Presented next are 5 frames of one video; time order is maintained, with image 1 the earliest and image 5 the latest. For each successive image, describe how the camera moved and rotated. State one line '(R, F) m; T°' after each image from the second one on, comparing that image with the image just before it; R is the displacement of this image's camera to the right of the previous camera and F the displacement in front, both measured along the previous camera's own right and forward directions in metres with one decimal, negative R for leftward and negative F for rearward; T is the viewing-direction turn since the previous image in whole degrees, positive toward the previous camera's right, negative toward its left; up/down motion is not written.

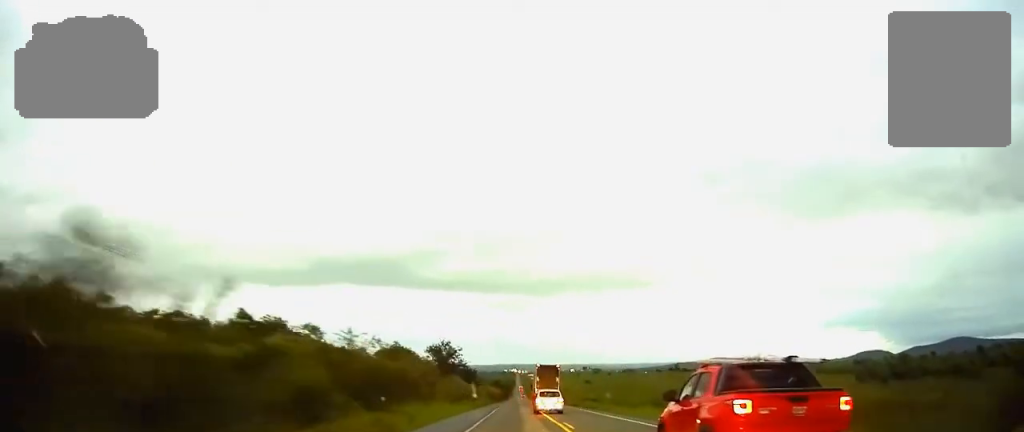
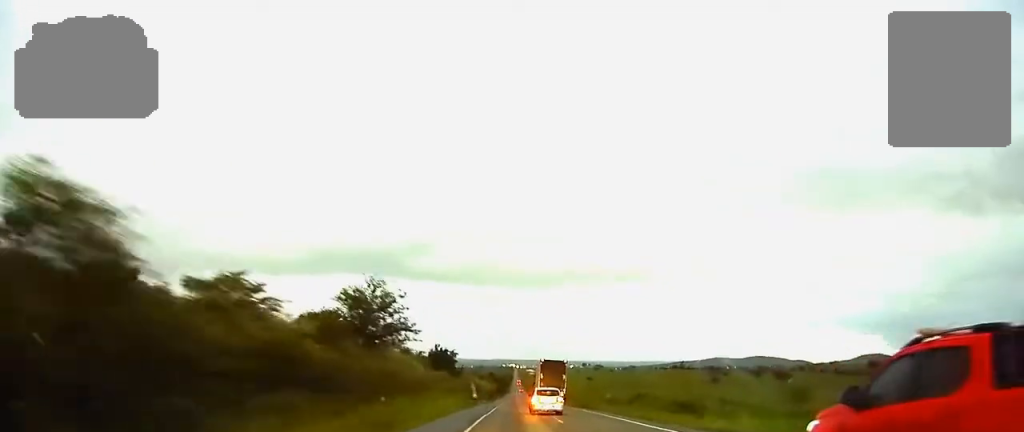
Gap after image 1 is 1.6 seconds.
(+0.1, +46.7) m; 0°
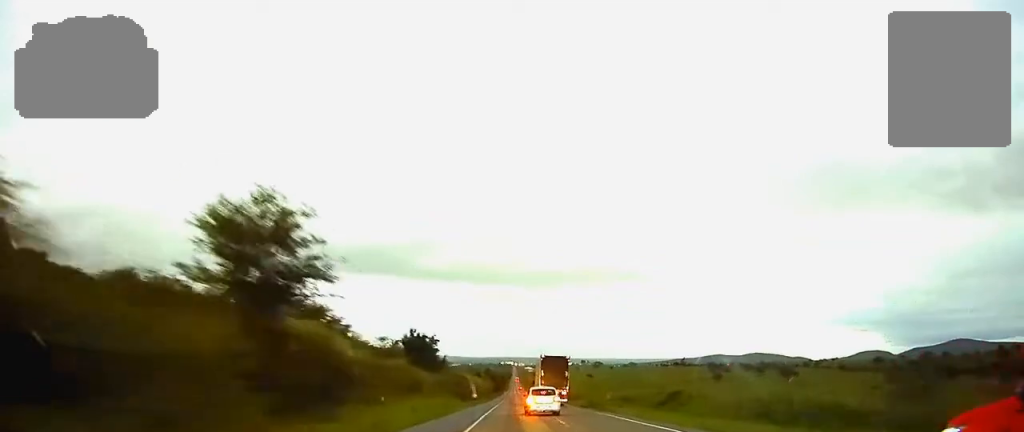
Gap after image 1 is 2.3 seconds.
(0.0, +20.7) m; 0°
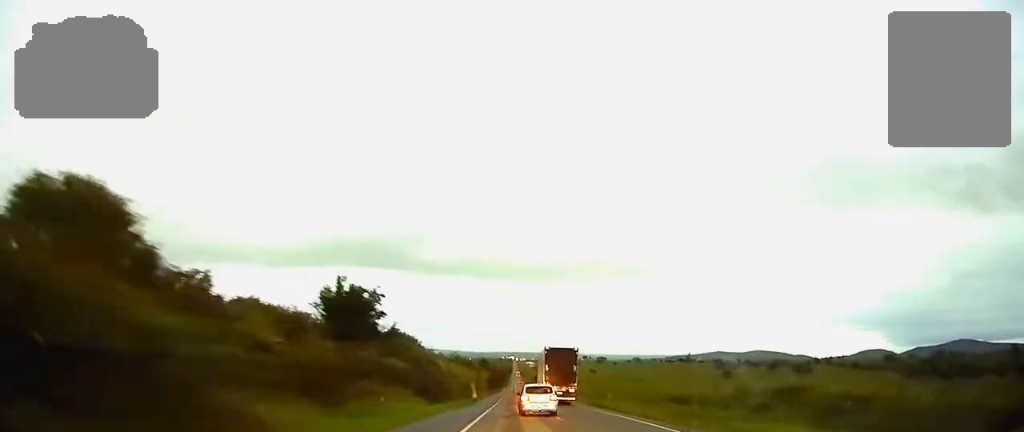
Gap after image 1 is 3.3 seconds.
(+0.1, +30.5) m; 0°
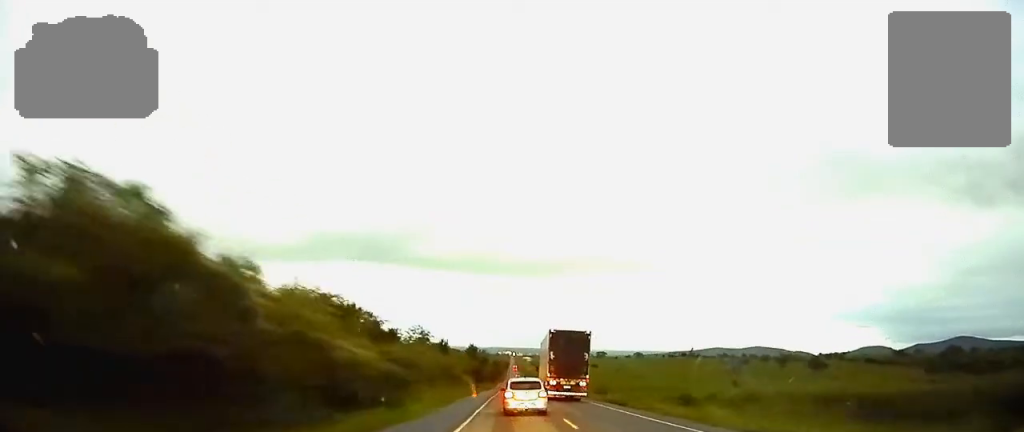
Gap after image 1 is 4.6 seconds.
(0.0, +39.4) m; 0°
